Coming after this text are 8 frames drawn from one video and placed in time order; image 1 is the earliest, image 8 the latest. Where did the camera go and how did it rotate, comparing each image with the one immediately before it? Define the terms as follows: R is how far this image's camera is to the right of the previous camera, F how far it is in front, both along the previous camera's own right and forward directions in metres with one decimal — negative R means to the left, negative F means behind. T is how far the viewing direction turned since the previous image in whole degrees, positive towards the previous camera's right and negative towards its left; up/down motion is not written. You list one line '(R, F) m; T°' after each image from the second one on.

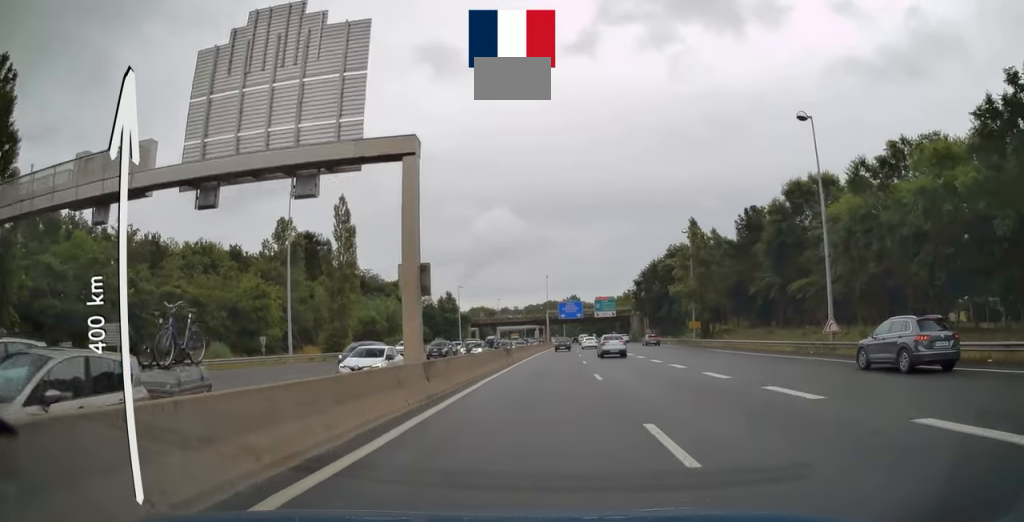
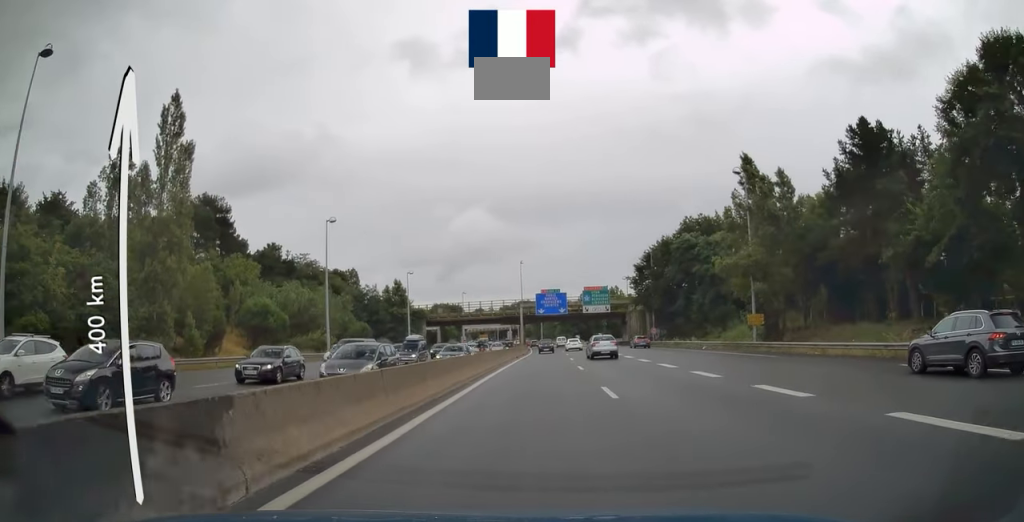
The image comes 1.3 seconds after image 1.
(+0.9, +31.3) m; +3°
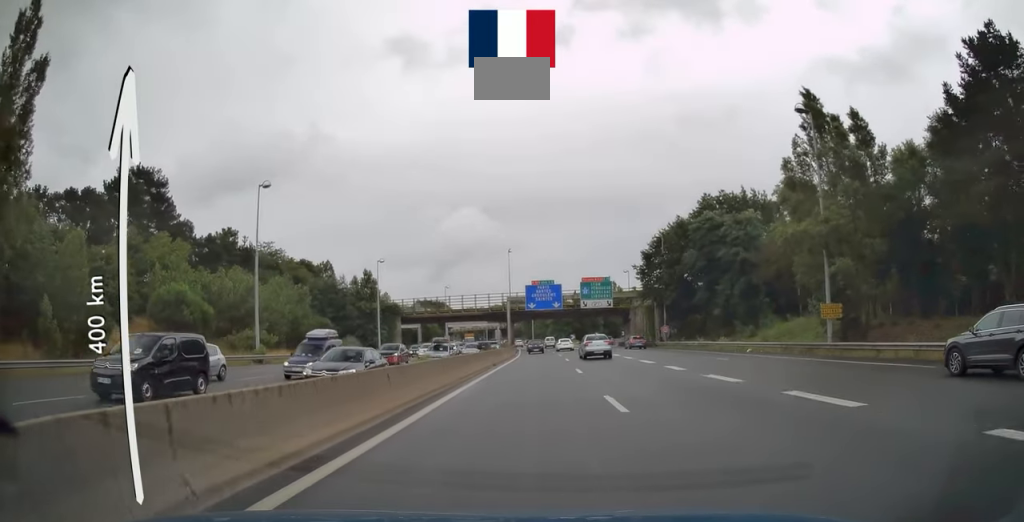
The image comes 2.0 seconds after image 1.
(+0.2, +15.2) m; +1°
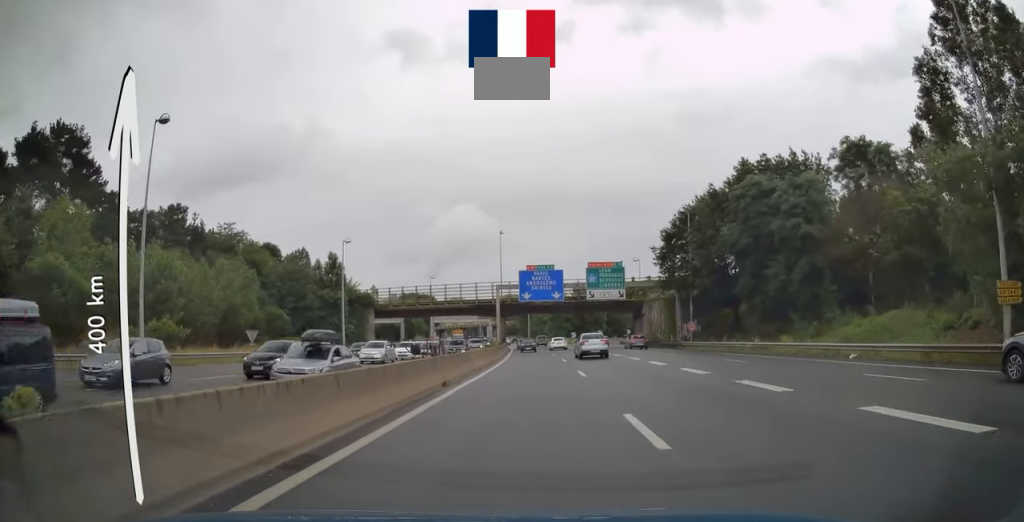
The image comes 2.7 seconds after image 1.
(+0.2, +16.0) m; +1°
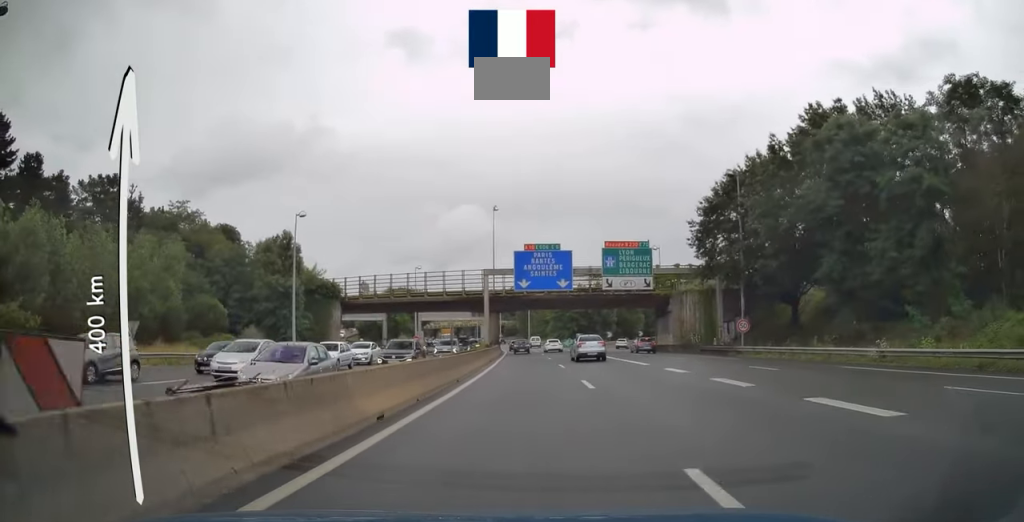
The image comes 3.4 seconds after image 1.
(0.0, +17.0) m; +1°
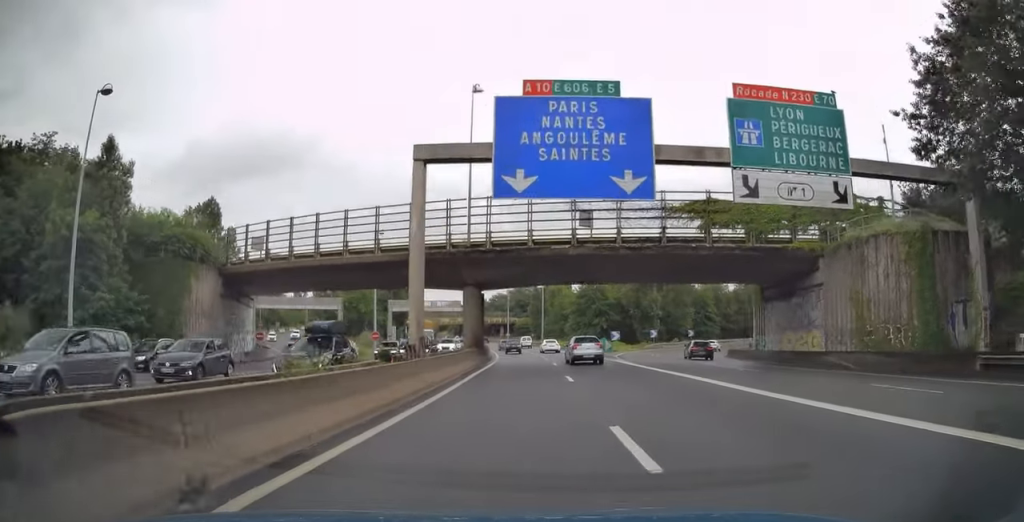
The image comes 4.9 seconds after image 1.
(+0.4, +35.7) m; 0°
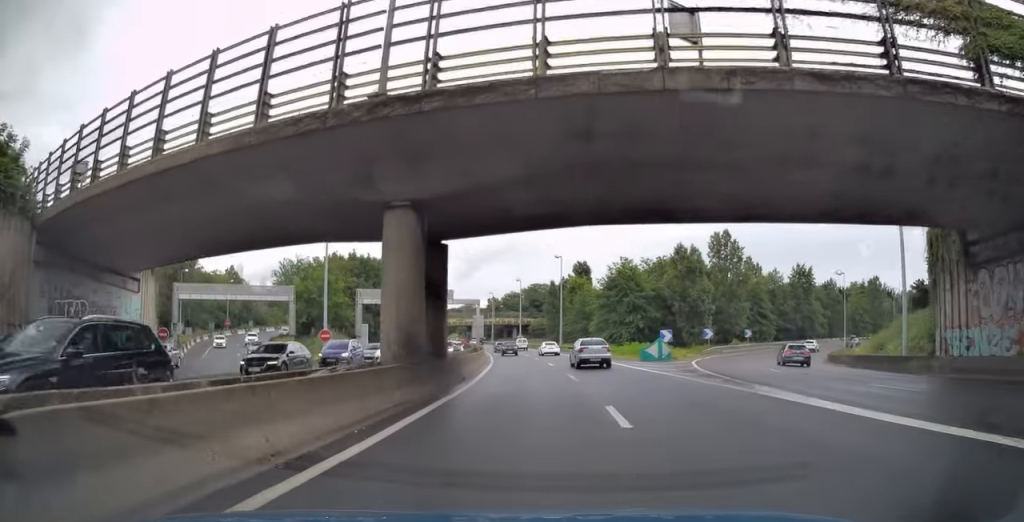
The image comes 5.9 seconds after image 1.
(-0.3, +22.6) m; -1°
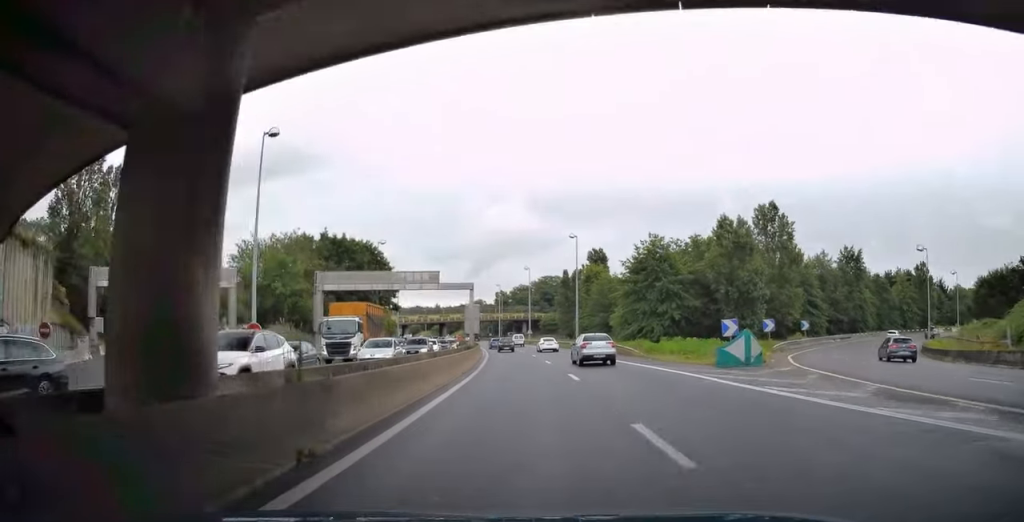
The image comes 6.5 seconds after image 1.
(+0.1, +15.5) m; -1°
